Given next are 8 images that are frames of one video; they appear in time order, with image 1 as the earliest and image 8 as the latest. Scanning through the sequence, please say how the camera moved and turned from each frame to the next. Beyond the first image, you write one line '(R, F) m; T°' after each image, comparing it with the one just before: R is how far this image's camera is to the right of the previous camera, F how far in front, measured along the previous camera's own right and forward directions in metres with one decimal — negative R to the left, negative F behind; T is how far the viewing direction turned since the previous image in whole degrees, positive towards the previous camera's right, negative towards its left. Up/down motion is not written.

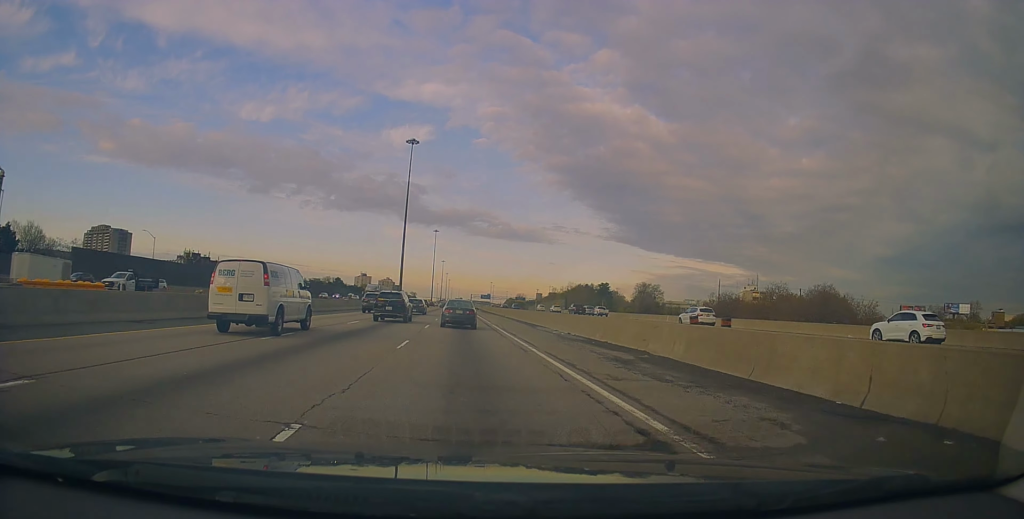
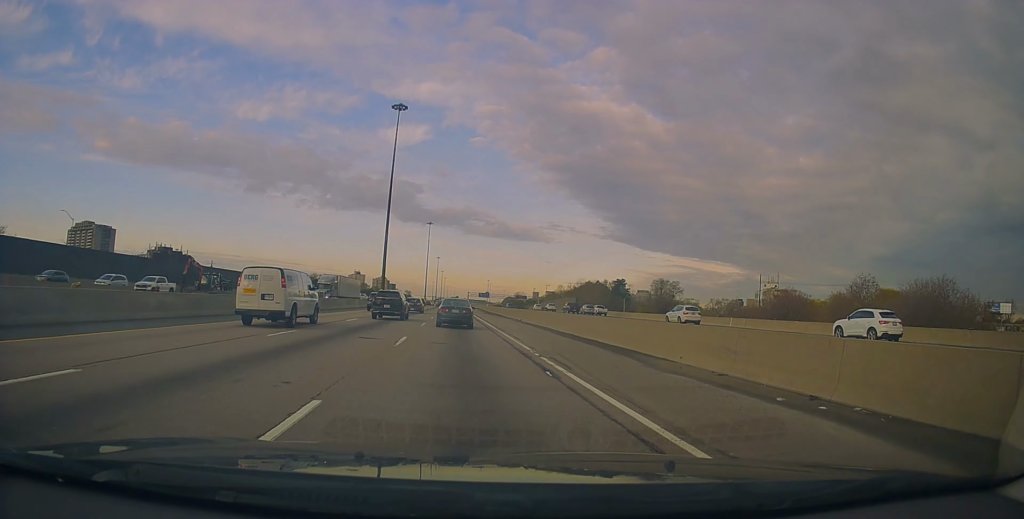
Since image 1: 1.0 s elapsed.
(+0.5, +22.3) m; +2°
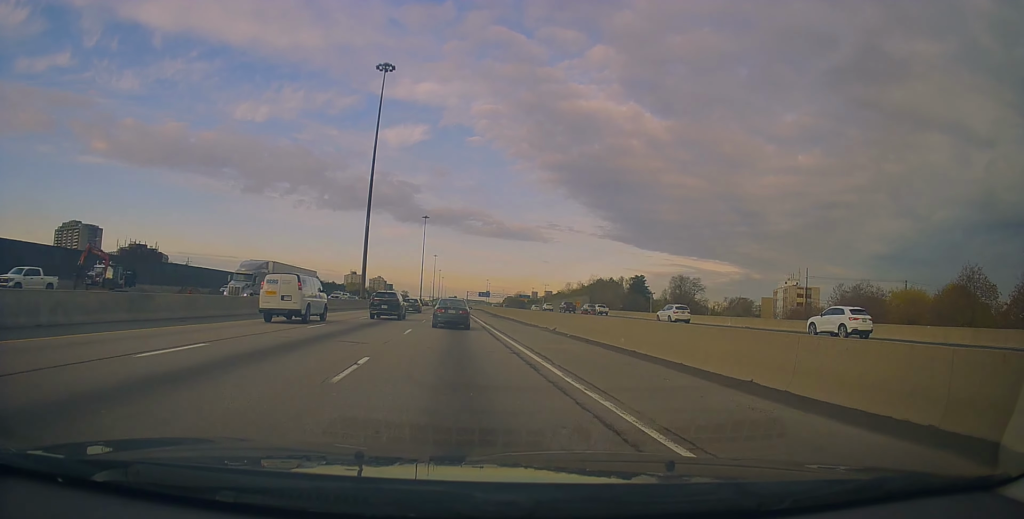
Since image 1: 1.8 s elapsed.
(+0.2, +19.0) m; 0°
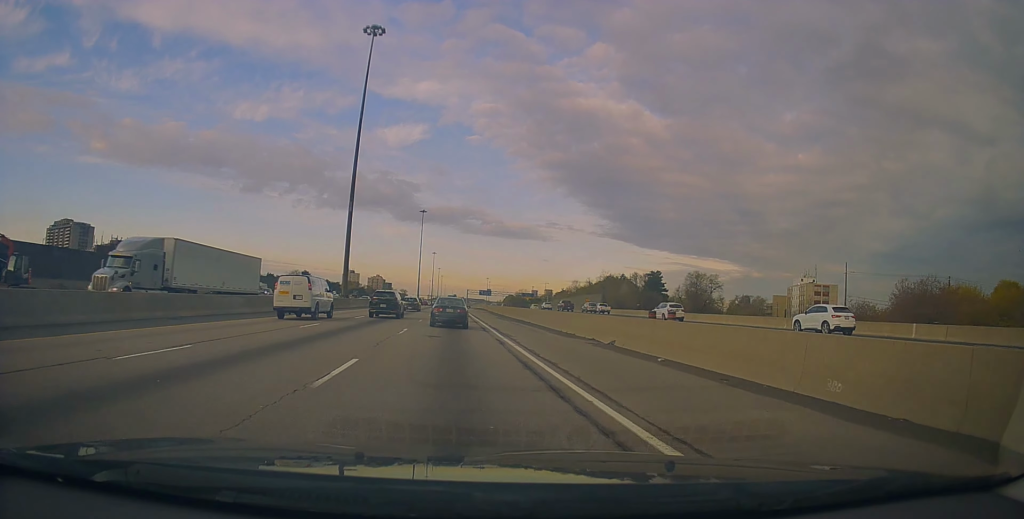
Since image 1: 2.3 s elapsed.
(-0.1, +12.1) m; -1°
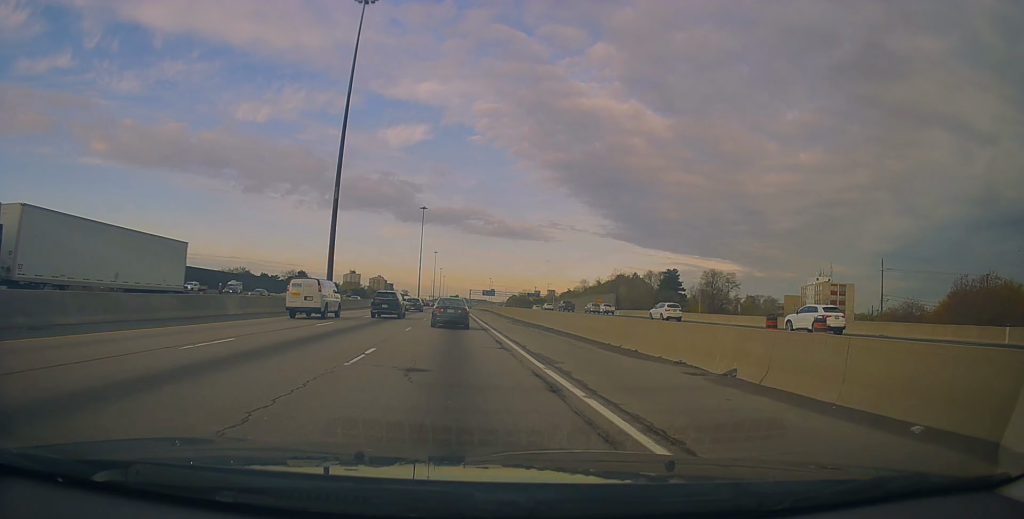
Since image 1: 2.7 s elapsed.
(0.0, +9.8) m; -1°
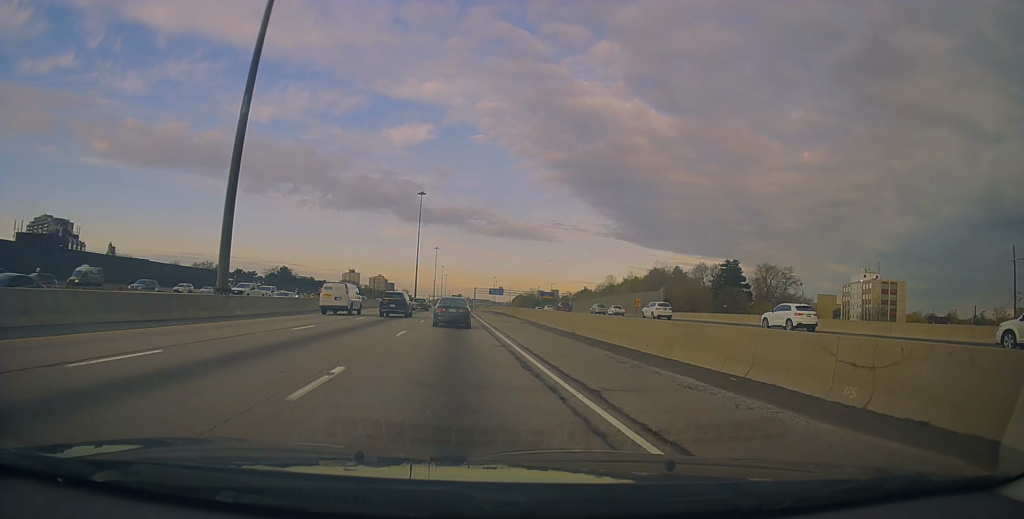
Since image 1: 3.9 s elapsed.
(-0.4, +27.6) m; -1°
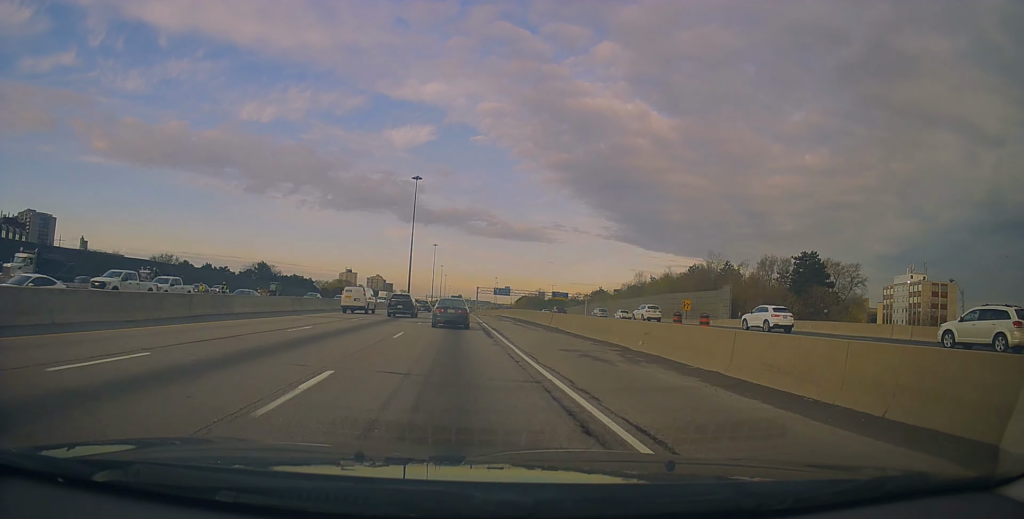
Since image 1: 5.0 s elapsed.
(0.0, +25.1) m; +1°
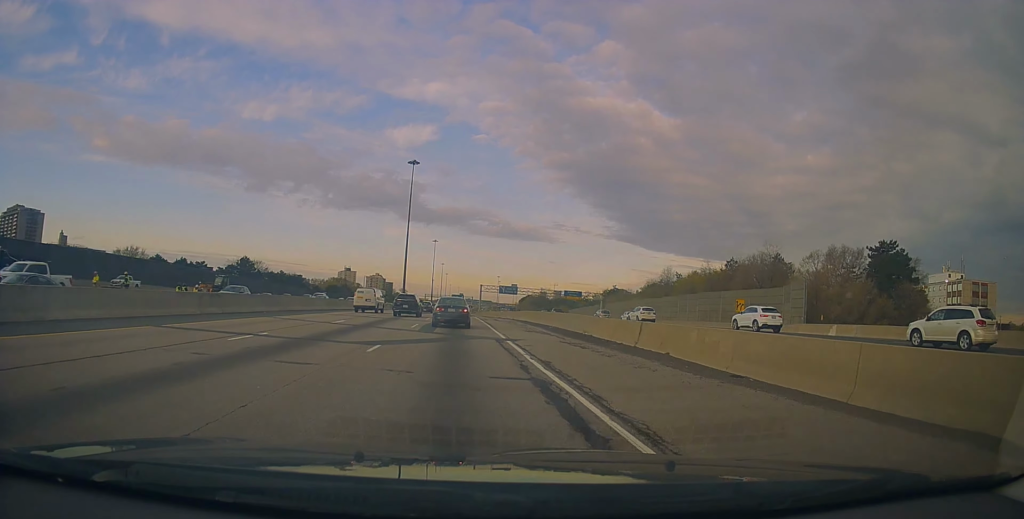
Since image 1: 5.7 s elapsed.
(+0.2, +16.5) m; +1°
